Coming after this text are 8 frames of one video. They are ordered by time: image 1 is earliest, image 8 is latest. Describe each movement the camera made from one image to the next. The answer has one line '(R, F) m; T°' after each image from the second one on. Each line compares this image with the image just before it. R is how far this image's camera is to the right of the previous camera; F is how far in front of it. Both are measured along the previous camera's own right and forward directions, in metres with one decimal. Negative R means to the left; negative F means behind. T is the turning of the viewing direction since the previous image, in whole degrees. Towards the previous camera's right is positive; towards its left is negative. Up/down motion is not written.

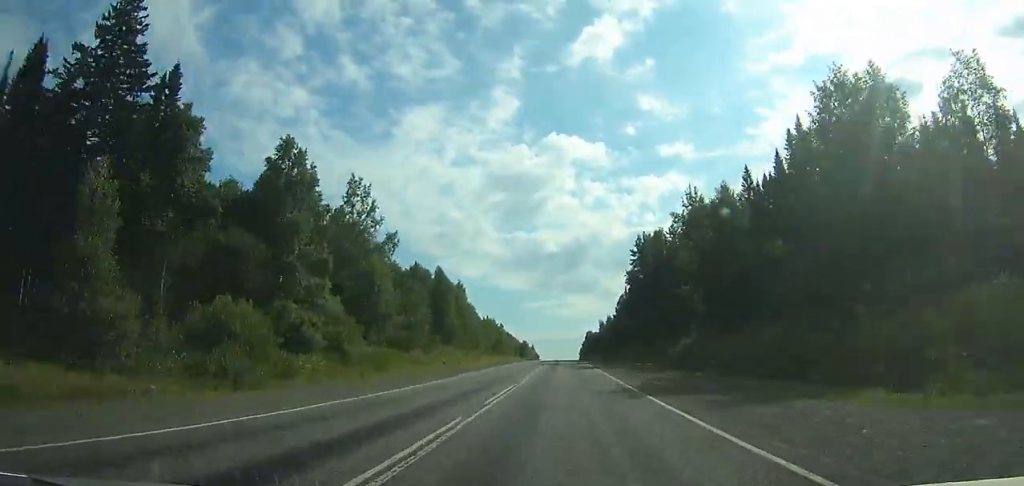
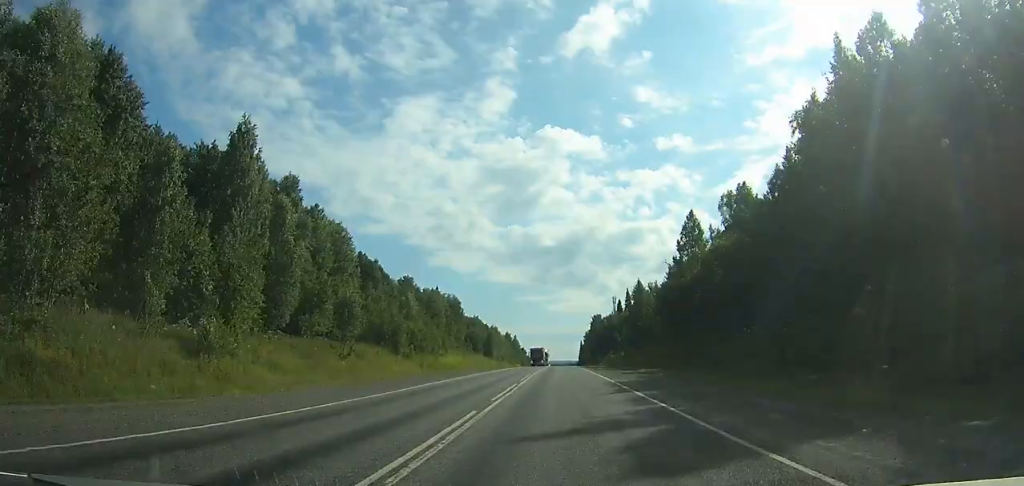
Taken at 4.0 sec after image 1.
(0.0, +118.0) m; 0°
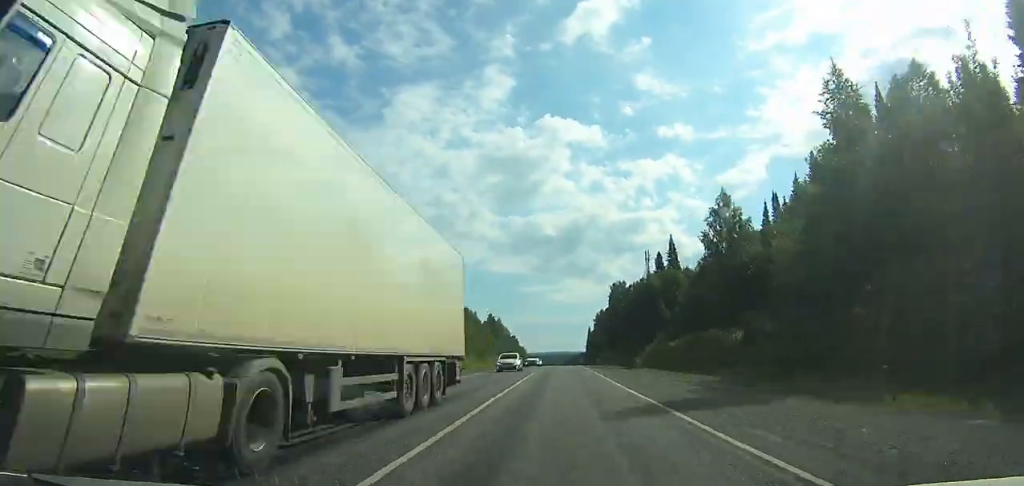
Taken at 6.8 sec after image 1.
(0.0, +81.9) m; 0°
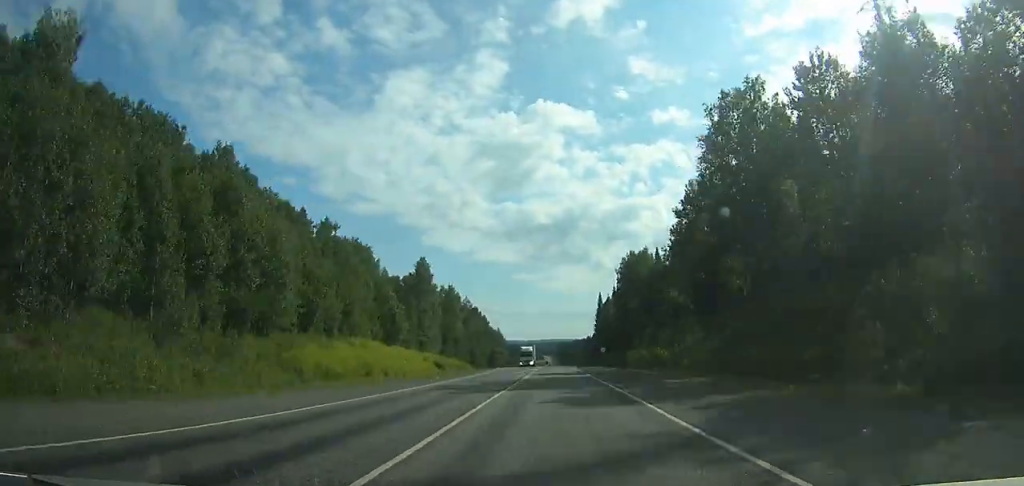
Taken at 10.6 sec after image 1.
(-0.2, +110.0) m; 0°
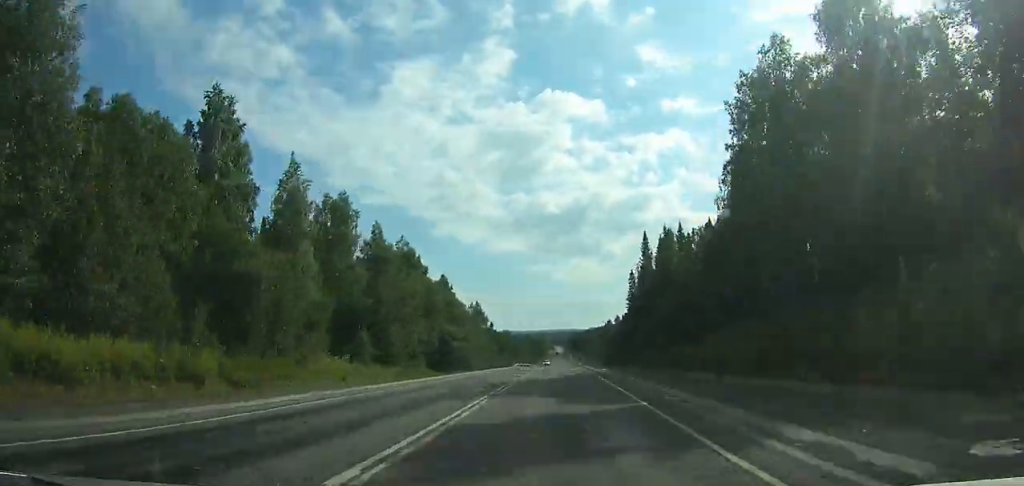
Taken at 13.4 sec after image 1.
(-0.3, +80.8) m; 0°
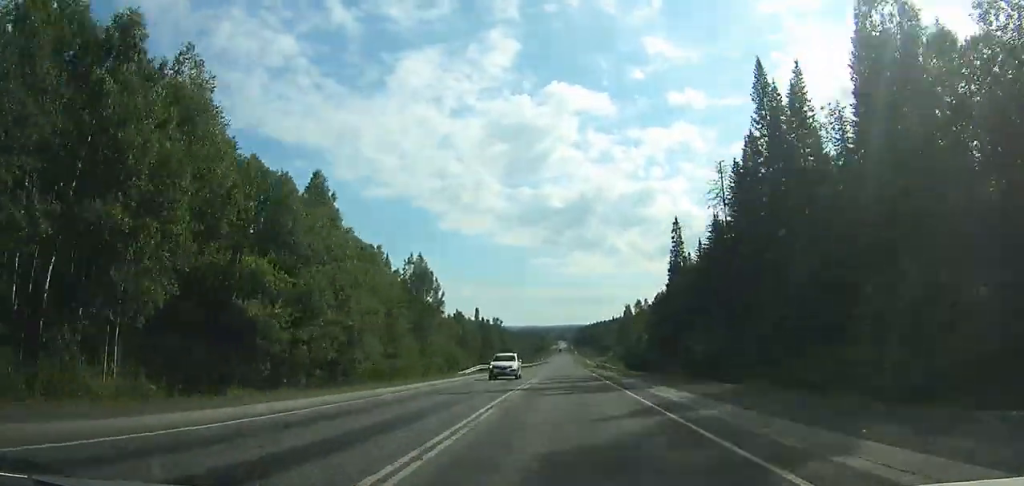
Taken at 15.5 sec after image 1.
(-0.3, +61.2) m; 0°
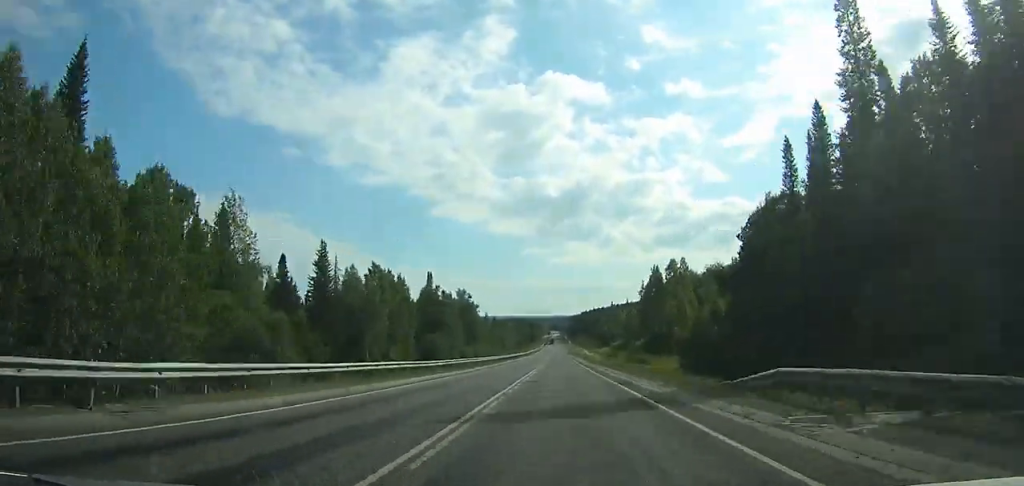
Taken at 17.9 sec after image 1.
(+0.1, +71.0) m; 0°
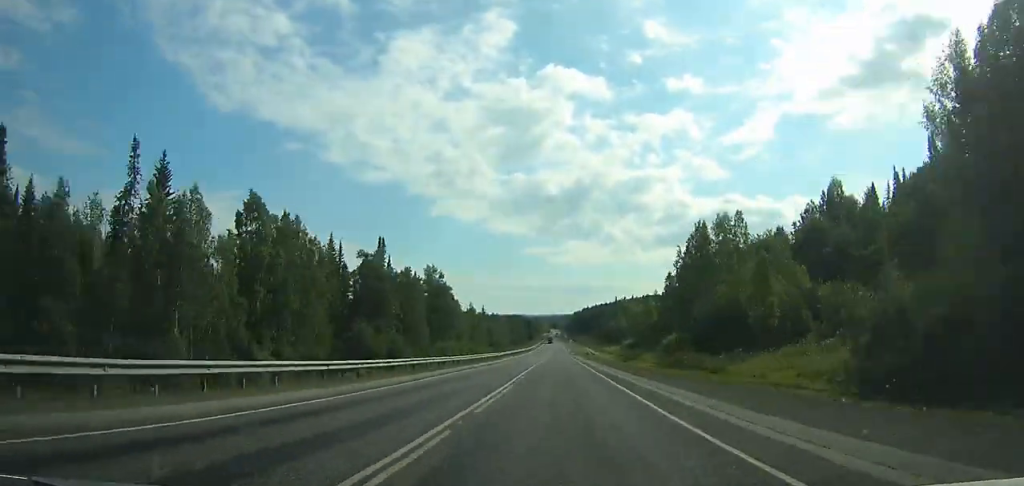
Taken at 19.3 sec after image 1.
(0.0, +41.7) m; 0°
